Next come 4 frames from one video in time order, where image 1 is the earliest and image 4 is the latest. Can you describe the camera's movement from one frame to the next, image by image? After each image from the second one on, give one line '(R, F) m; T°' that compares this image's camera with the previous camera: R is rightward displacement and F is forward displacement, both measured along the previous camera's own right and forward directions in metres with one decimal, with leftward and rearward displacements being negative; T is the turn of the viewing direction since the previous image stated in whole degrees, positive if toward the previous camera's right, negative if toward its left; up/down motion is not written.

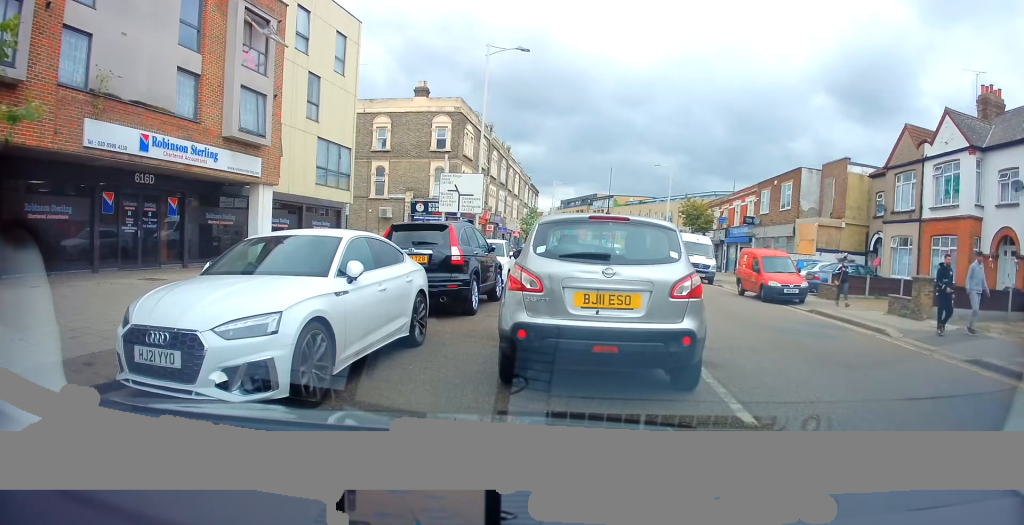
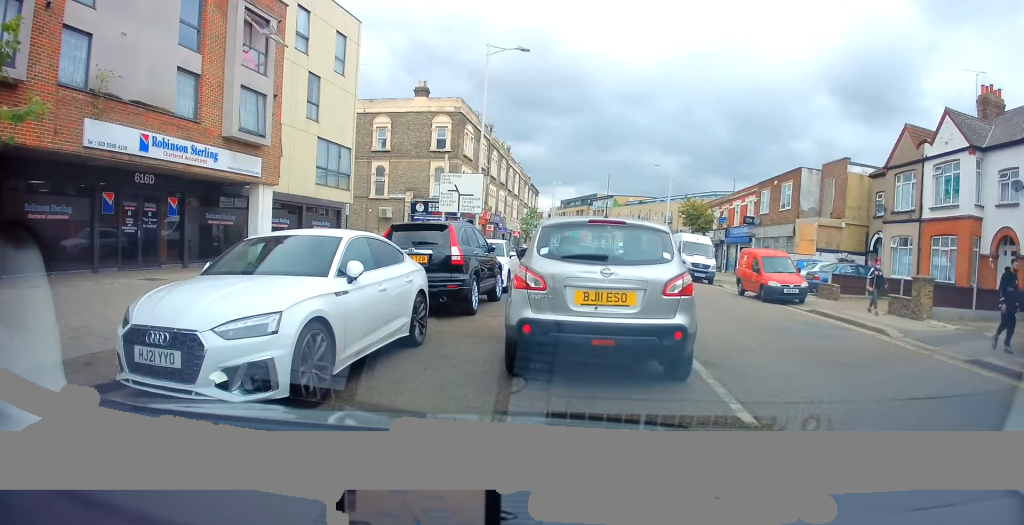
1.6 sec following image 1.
(0.0, 0.0) m; 0°
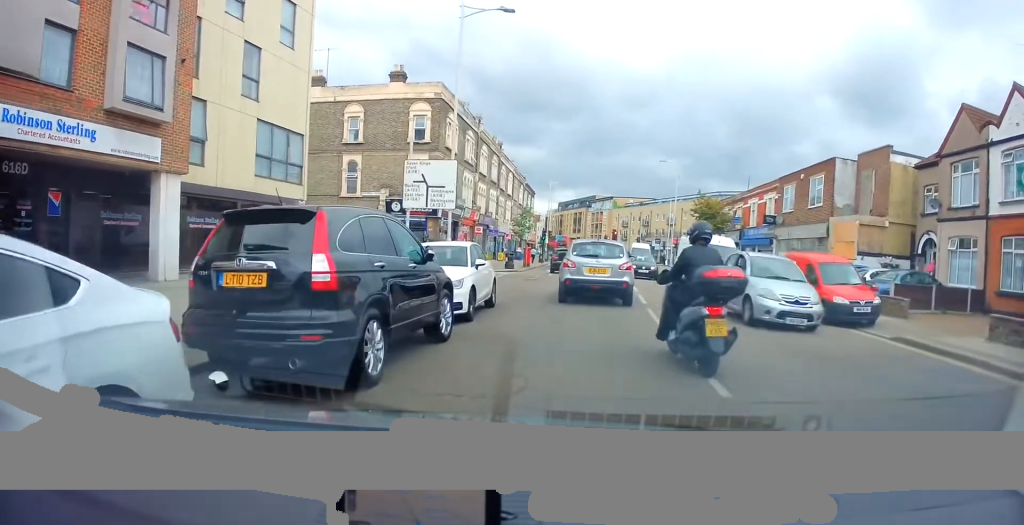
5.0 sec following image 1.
(0.0, +4.1) m; 0°
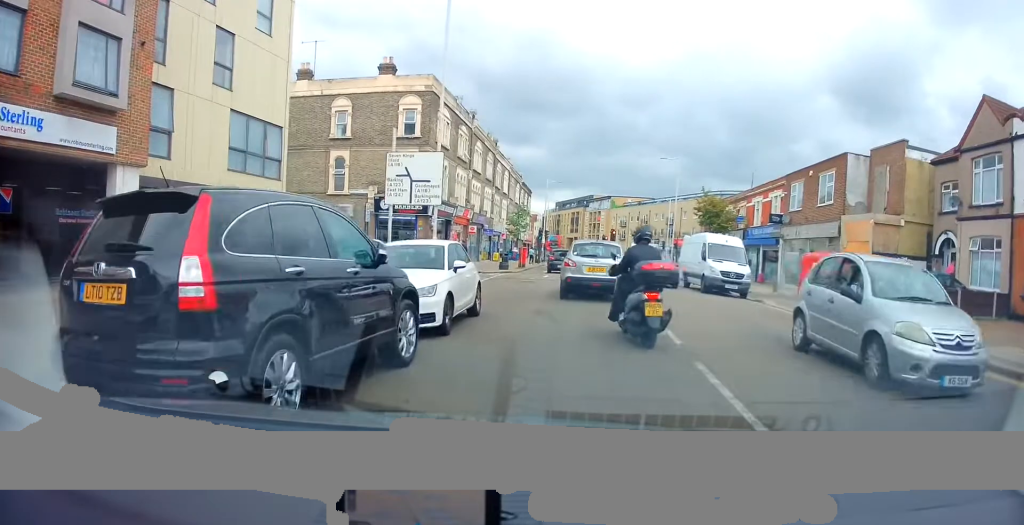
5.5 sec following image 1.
(0.0, +1.6) m; 0°
